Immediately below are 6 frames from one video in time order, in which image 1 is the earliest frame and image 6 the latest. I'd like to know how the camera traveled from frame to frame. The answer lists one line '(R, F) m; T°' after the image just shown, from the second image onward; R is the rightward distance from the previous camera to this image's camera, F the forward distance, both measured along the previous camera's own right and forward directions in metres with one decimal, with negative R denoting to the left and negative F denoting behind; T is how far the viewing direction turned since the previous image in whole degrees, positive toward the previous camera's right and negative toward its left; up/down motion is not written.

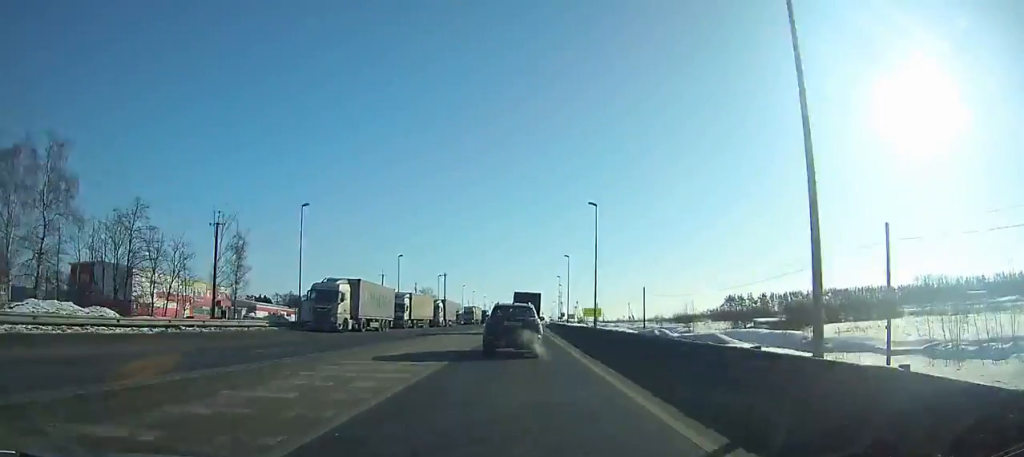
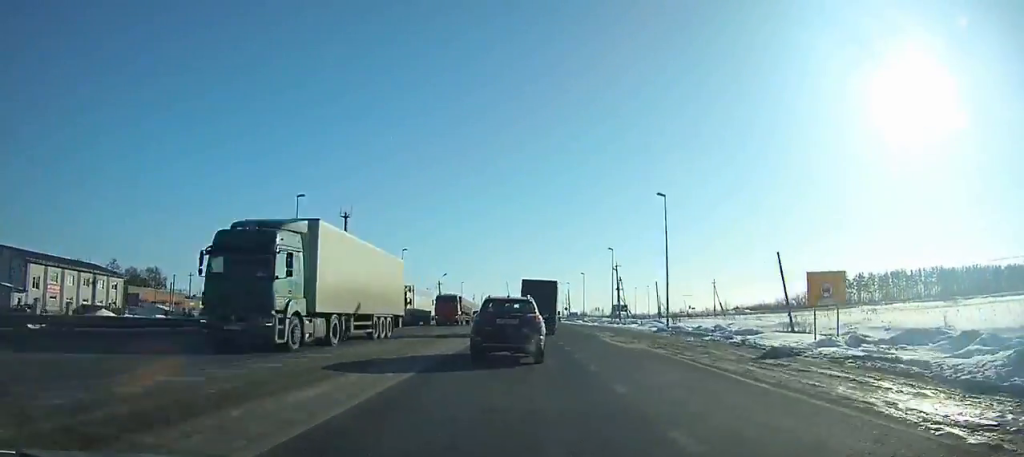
(-0.1, +126.5) m; -1°
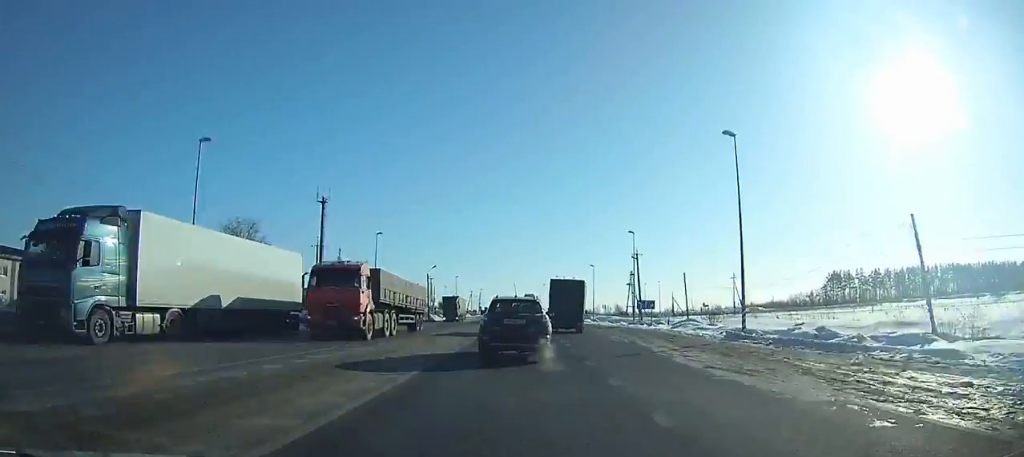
(-0.1, +16.4) m; 0°
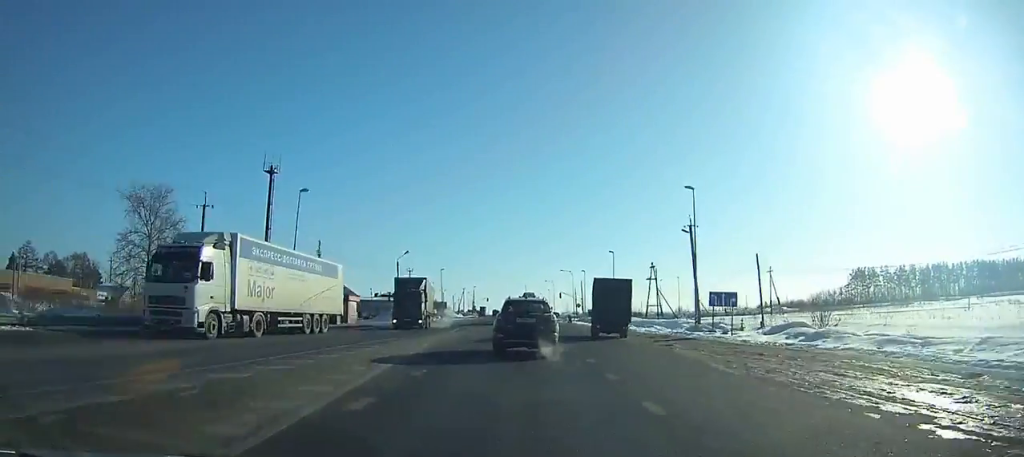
(-0.2, +24.2) m; +1°
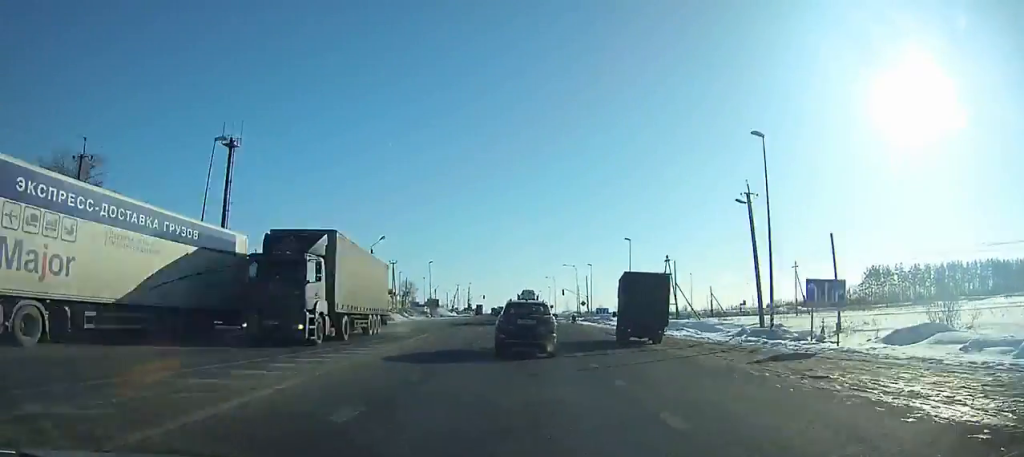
(+0.3, +12.9) m; +1°
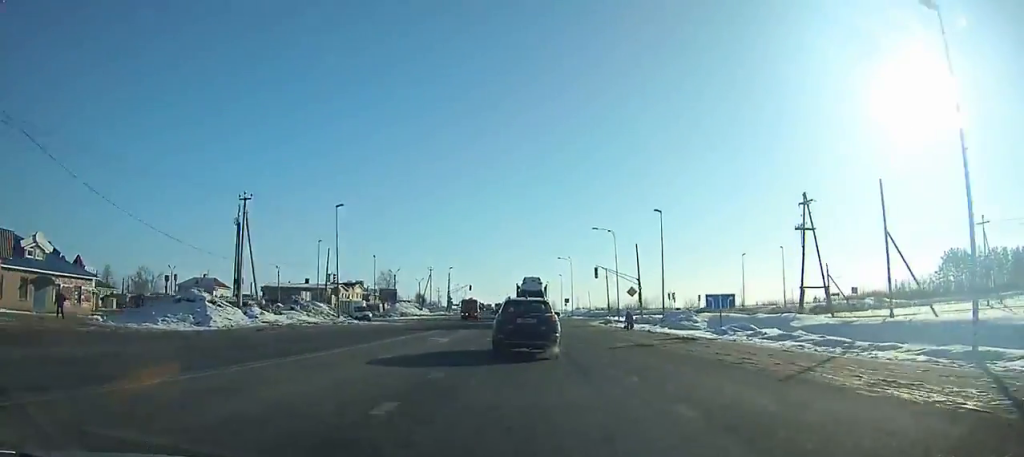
(+0.5, +51.4) m; +1°
